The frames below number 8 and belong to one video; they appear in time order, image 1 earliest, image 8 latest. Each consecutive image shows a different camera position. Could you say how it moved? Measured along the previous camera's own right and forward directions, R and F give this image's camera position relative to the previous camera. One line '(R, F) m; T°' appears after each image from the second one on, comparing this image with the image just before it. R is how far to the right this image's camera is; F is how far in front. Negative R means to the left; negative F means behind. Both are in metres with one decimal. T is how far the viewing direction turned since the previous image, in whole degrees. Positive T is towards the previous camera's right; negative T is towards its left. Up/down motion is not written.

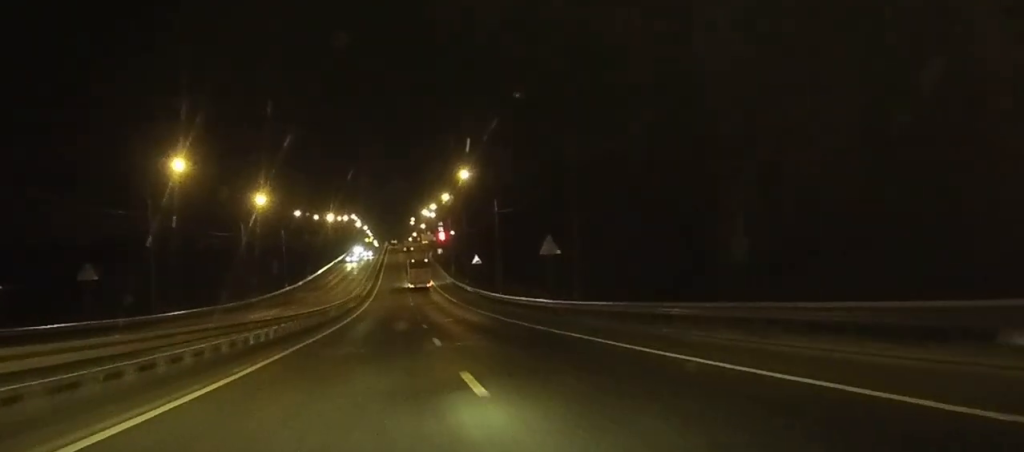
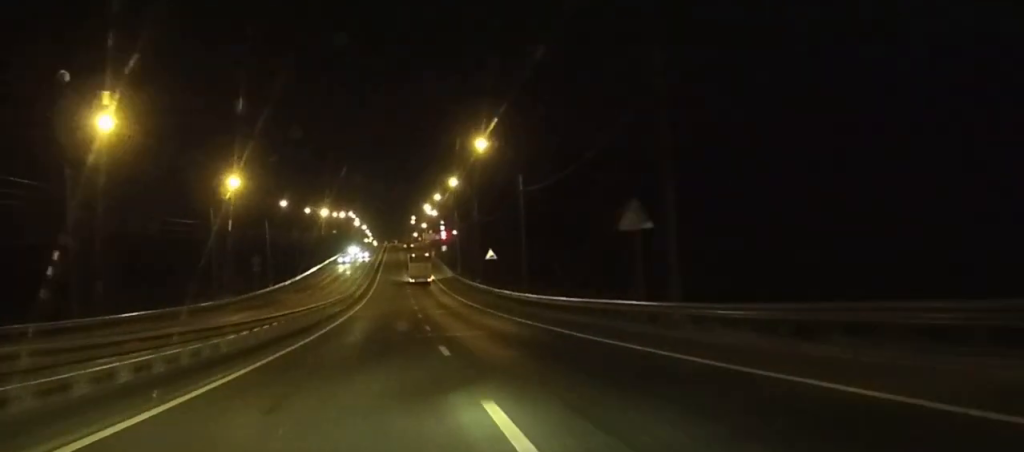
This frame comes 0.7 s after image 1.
(0.0, +16.6) m; 0°
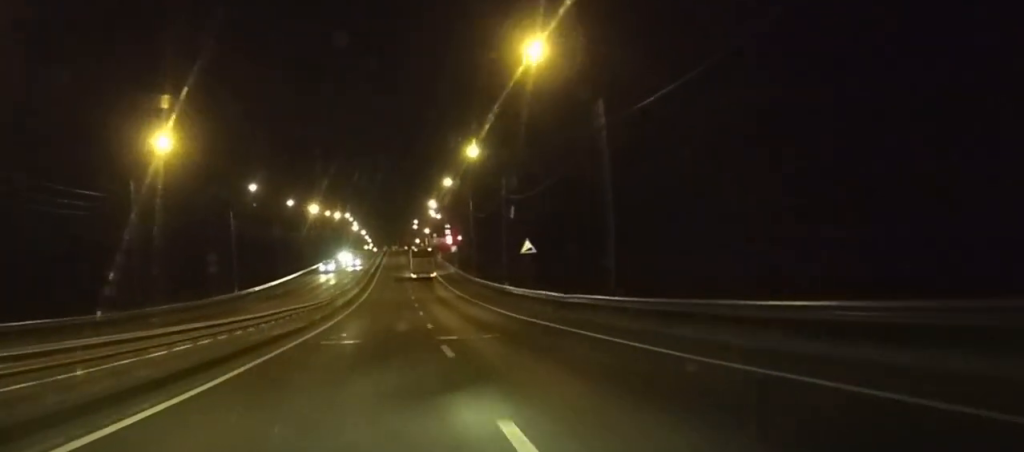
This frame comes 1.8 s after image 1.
(+0.1, +25.7) m; 0°
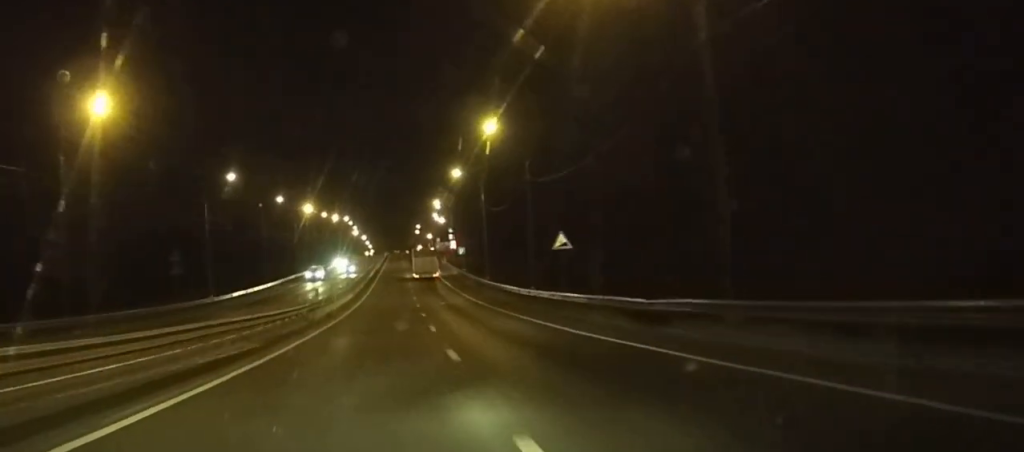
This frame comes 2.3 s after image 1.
(0.0, +13.1) m; 0°
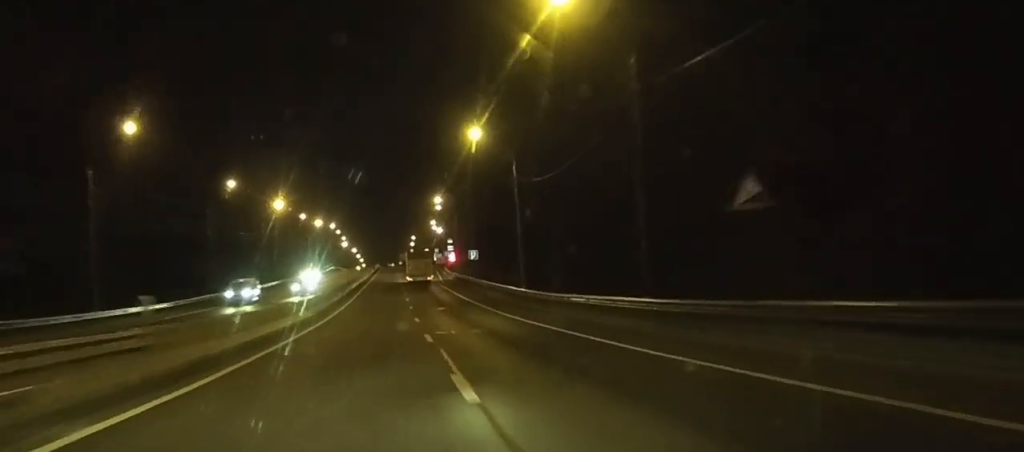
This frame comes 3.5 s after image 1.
(0.0, +29.0) m; 0°
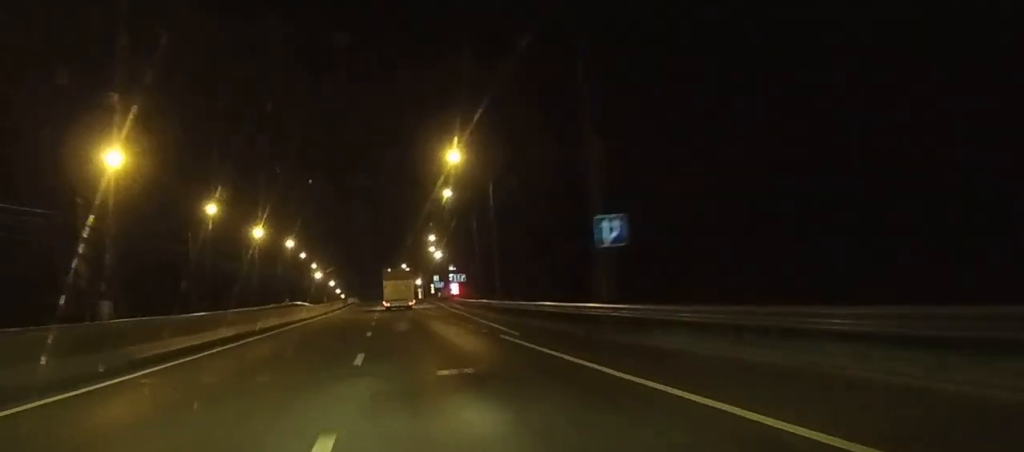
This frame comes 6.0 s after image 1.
(+0.9, +64.3) m; +1°
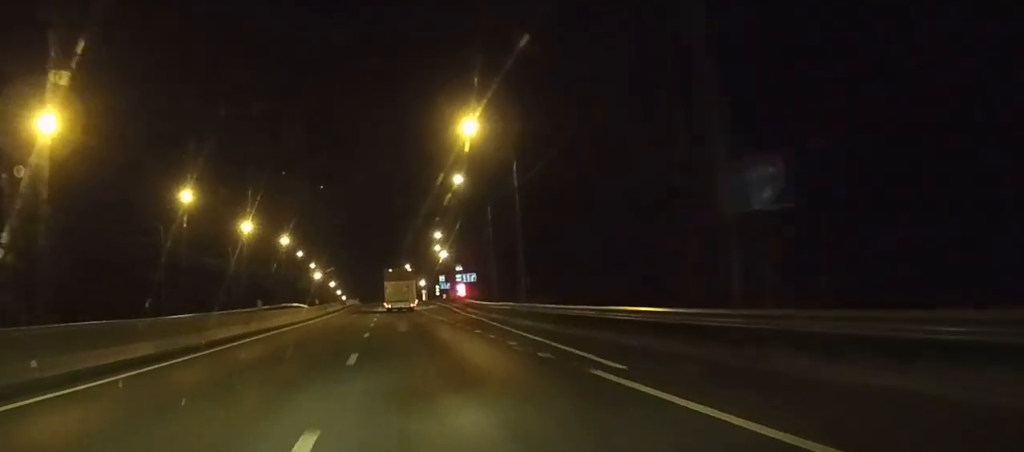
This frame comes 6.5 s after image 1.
(0.0, +11.6) m; 0°
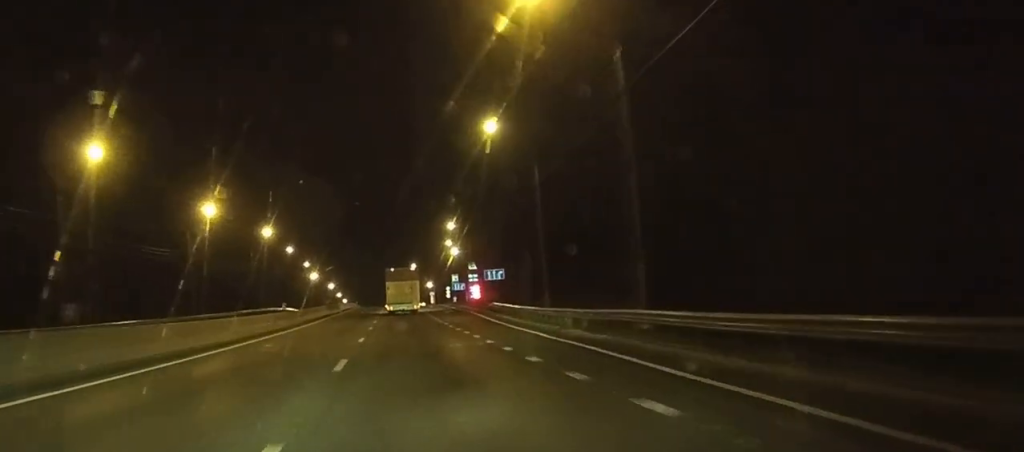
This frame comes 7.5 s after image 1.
(0.0, +24.5) m; 0°
